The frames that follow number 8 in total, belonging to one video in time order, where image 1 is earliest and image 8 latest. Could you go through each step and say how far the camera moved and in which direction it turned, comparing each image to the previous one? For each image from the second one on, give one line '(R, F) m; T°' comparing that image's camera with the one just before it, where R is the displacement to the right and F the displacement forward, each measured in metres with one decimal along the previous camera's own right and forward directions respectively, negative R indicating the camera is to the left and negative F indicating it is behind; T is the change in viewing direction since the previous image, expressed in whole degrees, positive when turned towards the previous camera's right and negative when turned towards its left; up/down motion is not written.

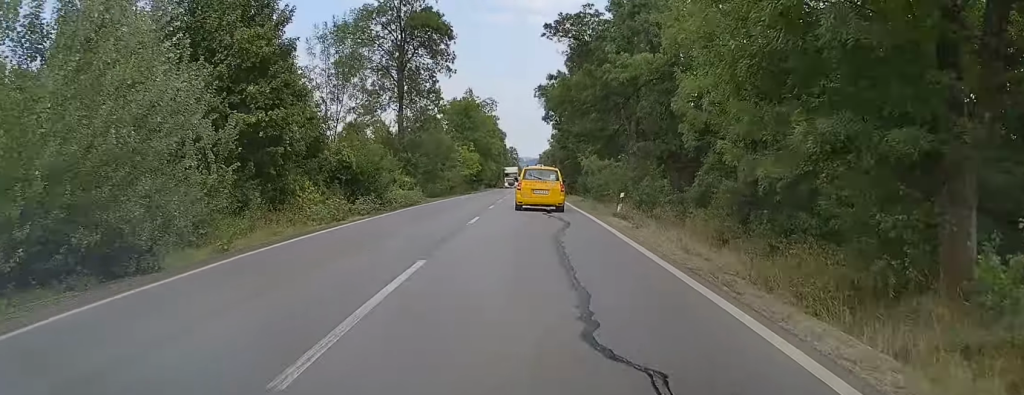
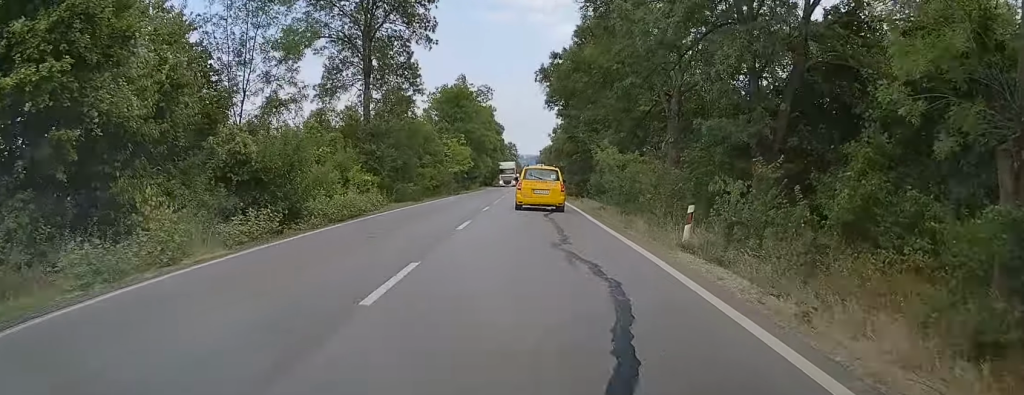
(0.0, +11.2) m; 0°
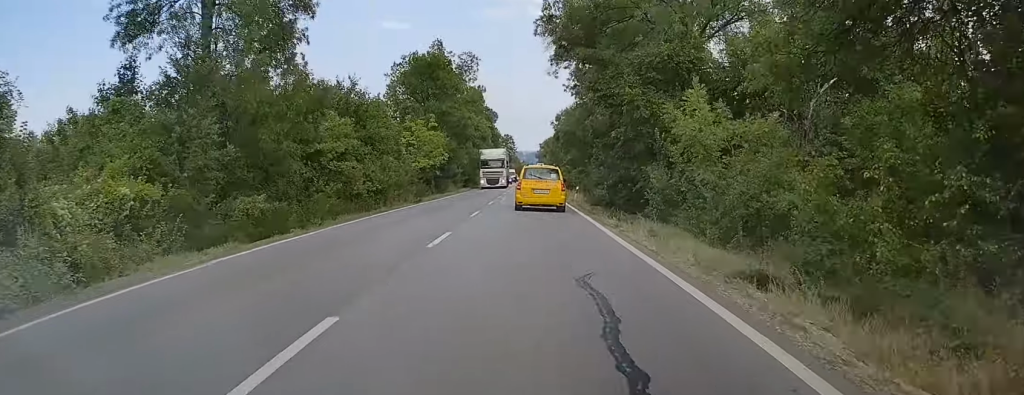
(+0.1, +21.7) m; 0°
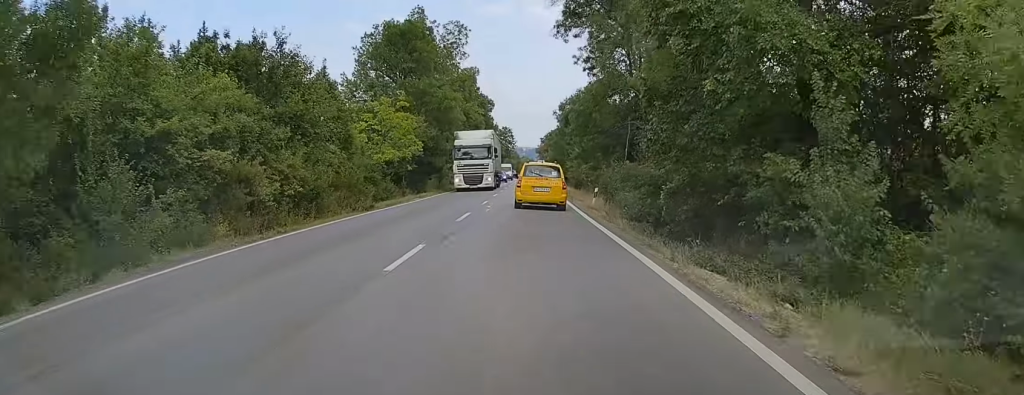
(-0.3, +12.3) m; 0°
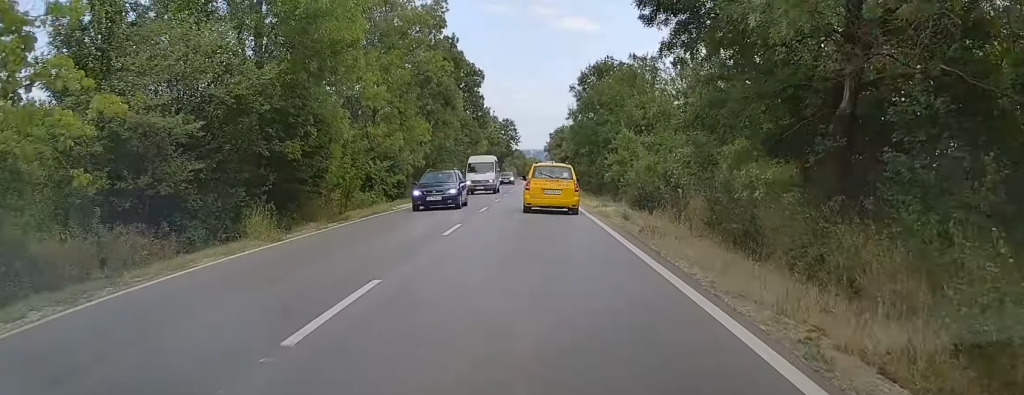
(0.0, +30.9) m; -1°
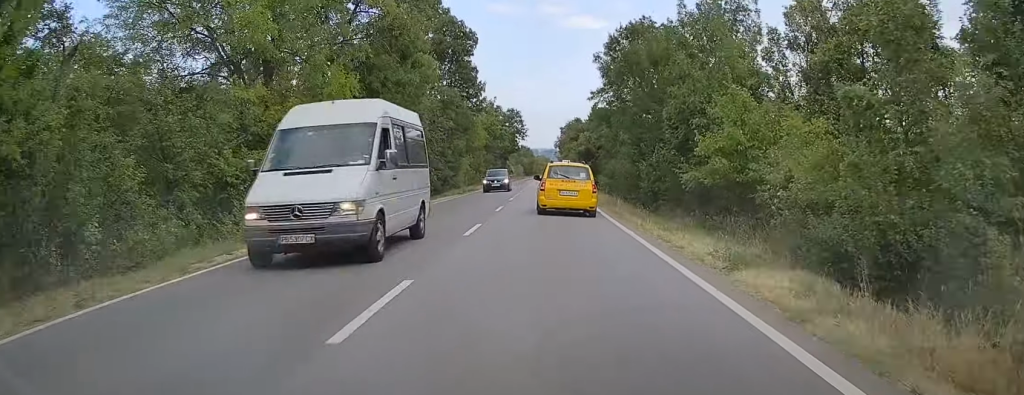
(-0.2, +17.9) m; -1°
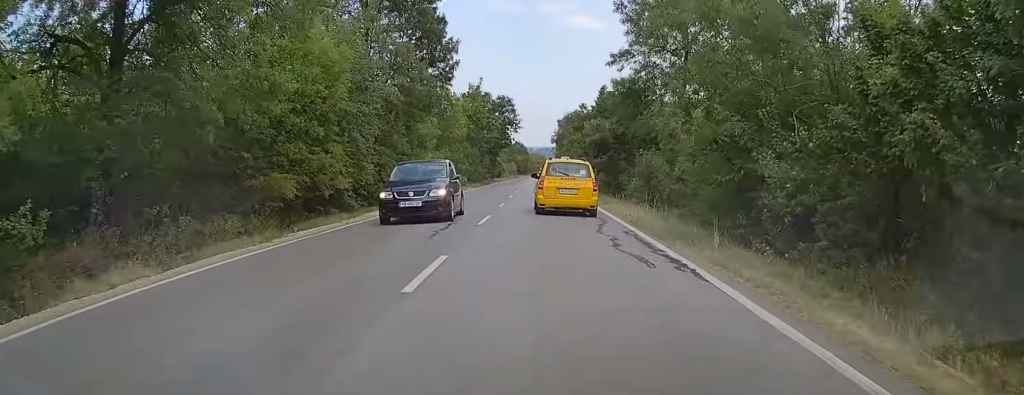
(0.0, +15.9) m; -1°
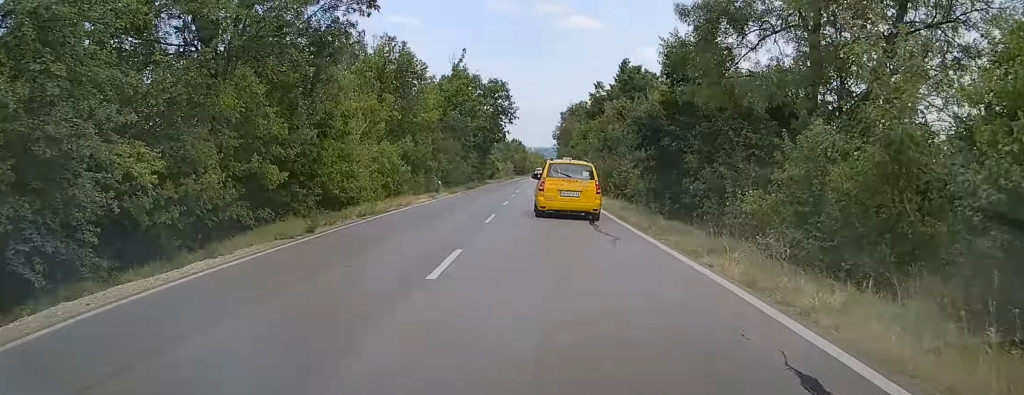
(-0.2, +17.1) m; 0°
